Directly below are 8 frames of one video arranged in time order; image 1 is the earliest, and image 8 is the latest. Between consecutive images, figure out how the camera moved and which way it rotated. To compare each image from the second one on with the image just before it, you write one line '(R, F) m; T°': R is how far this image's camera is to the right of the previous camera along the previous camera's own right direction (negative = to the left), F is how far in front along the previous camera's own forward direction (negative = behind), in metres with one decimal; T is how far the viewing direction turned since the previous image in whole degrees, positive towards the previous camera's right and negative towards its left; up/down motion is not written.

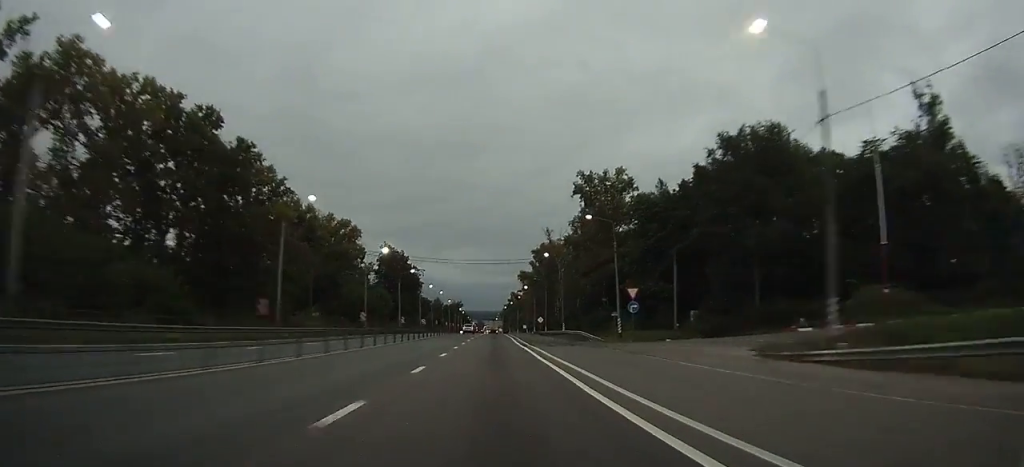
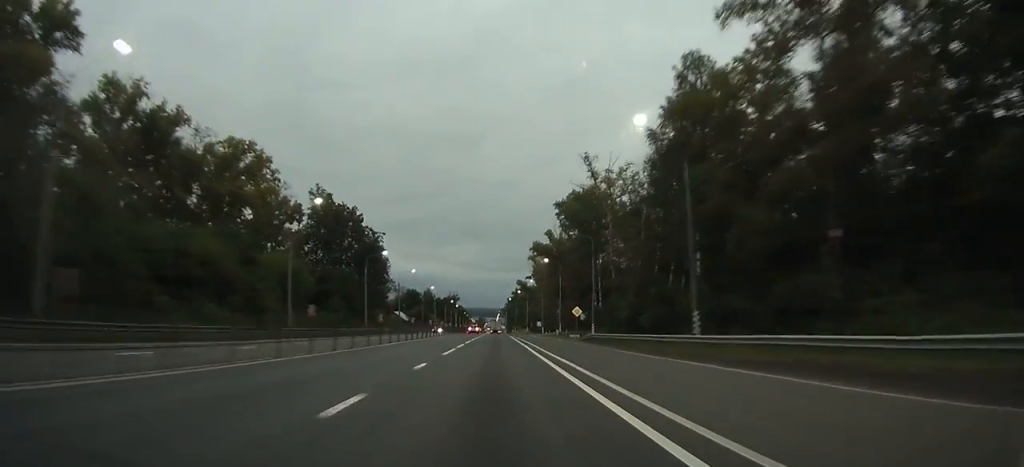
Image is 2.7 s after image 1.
(0.0, +55.7) m; 0°
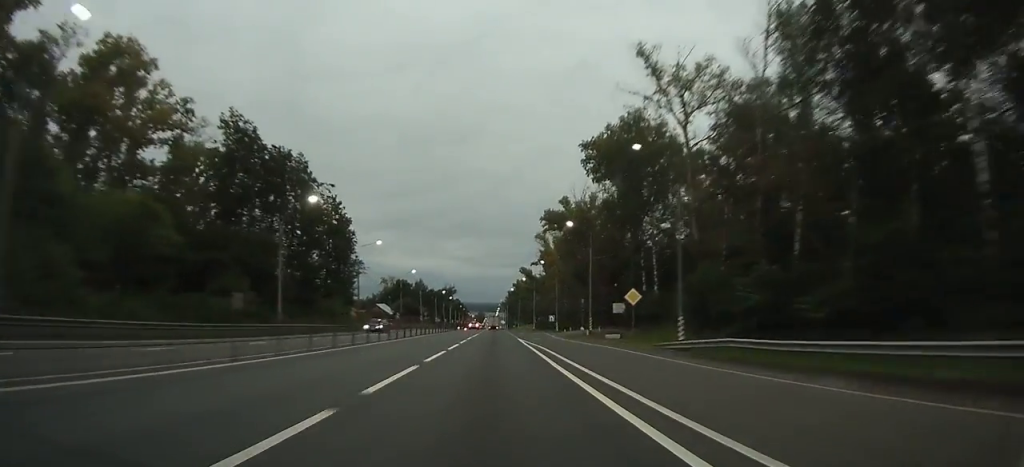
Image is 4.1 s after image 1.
(0.0, +30.2) m; 0°
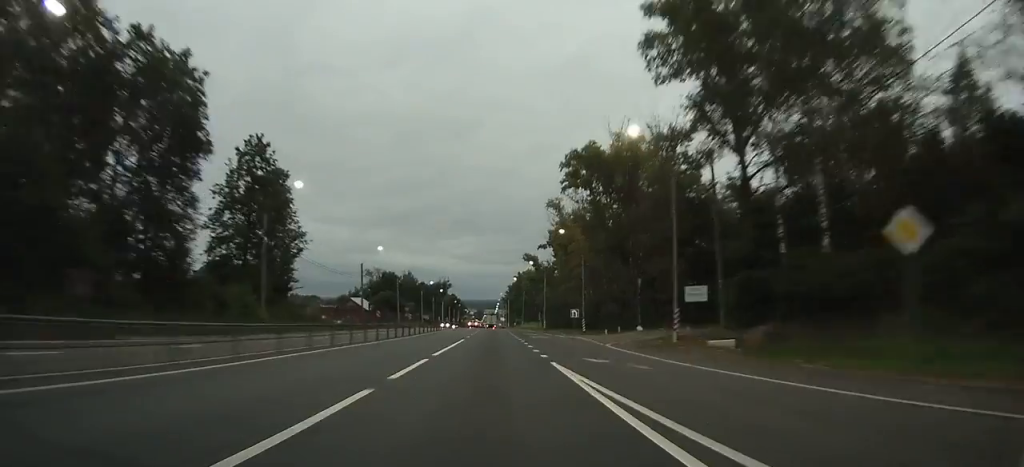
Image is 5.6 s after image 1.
(-0.1, +29.8) m; 0°
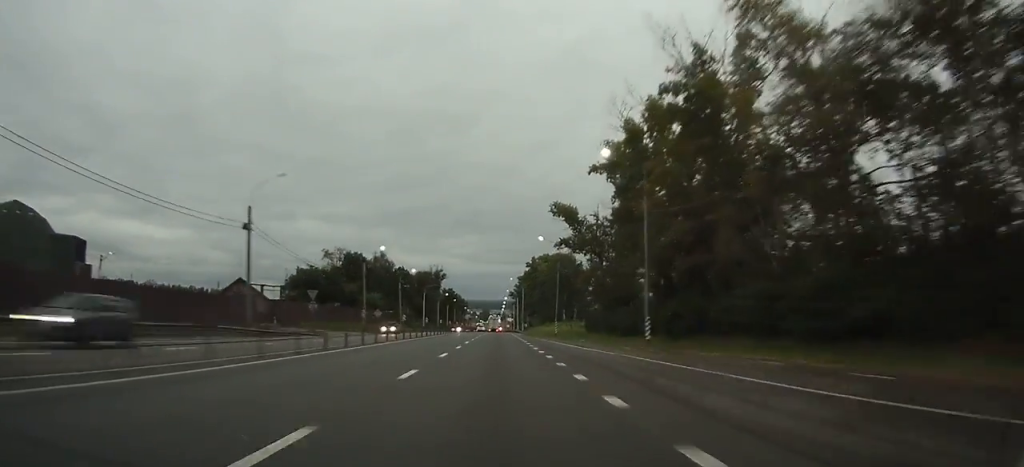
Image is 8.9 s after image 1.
(-0.1, +65.2) m; 0°
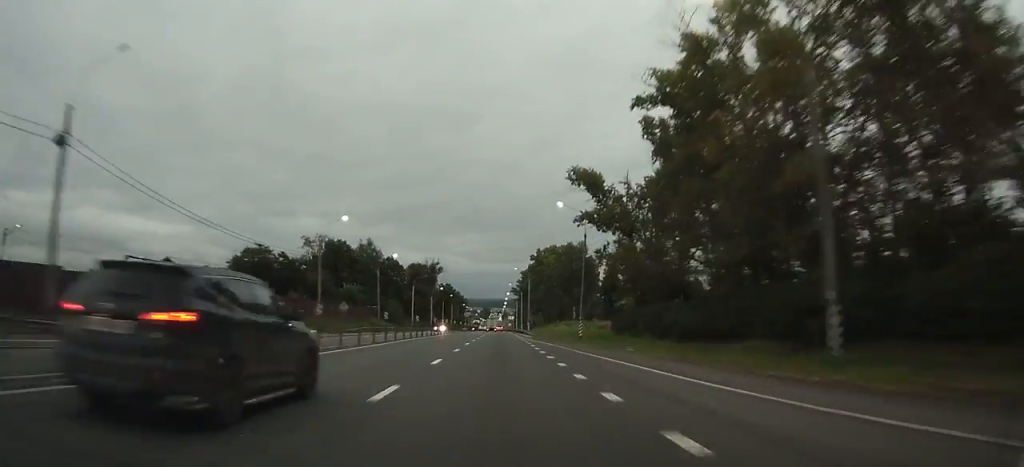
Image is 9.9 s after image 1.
(-0.1, +19.5) m; 0°
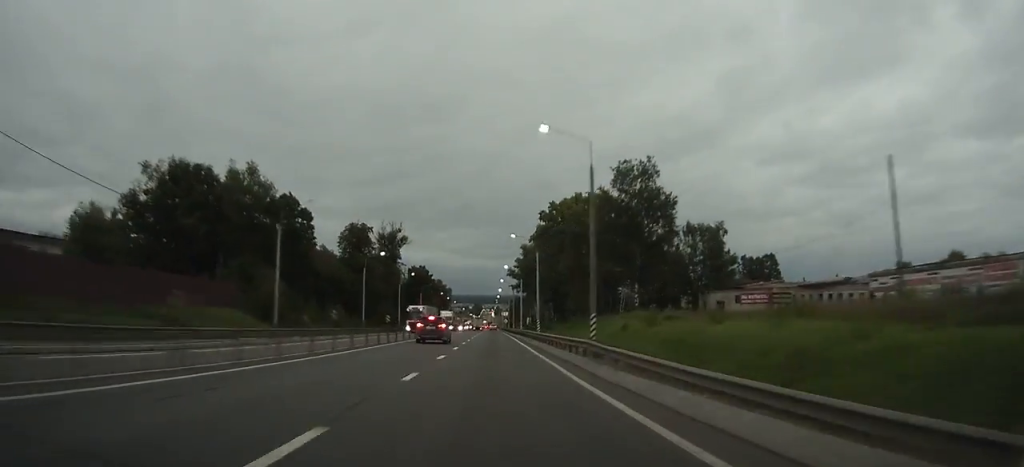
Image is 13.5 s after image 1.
(-0.1, +69.5) m; 0°
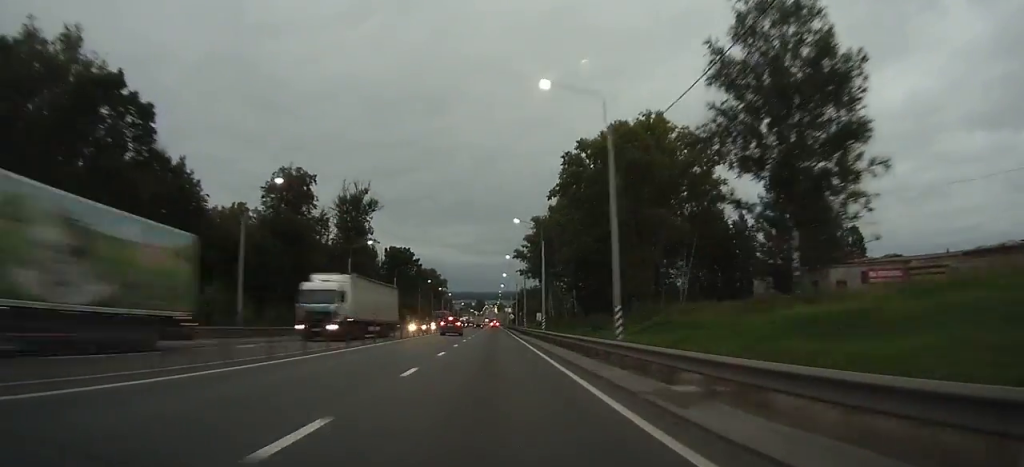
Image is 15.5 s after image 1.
(+0.2, +39.5) m; 0°
